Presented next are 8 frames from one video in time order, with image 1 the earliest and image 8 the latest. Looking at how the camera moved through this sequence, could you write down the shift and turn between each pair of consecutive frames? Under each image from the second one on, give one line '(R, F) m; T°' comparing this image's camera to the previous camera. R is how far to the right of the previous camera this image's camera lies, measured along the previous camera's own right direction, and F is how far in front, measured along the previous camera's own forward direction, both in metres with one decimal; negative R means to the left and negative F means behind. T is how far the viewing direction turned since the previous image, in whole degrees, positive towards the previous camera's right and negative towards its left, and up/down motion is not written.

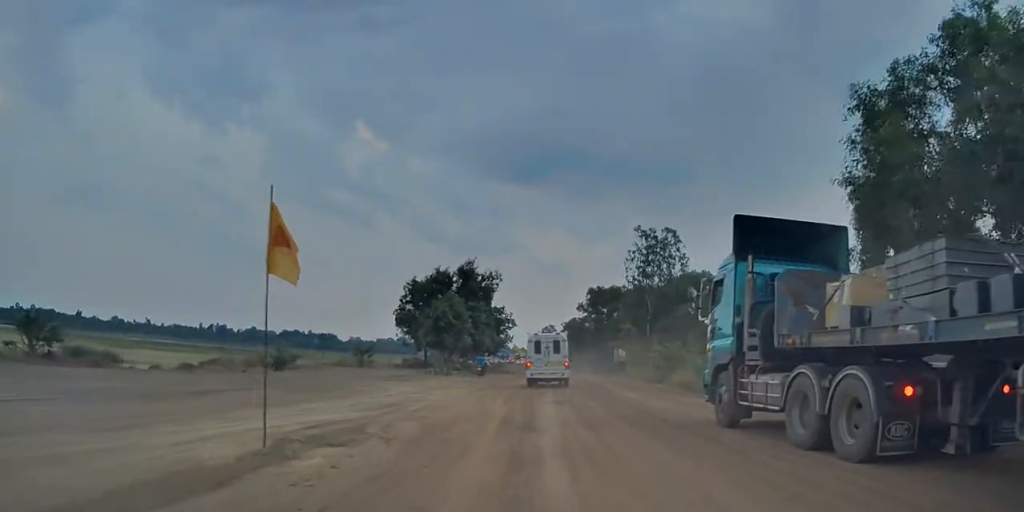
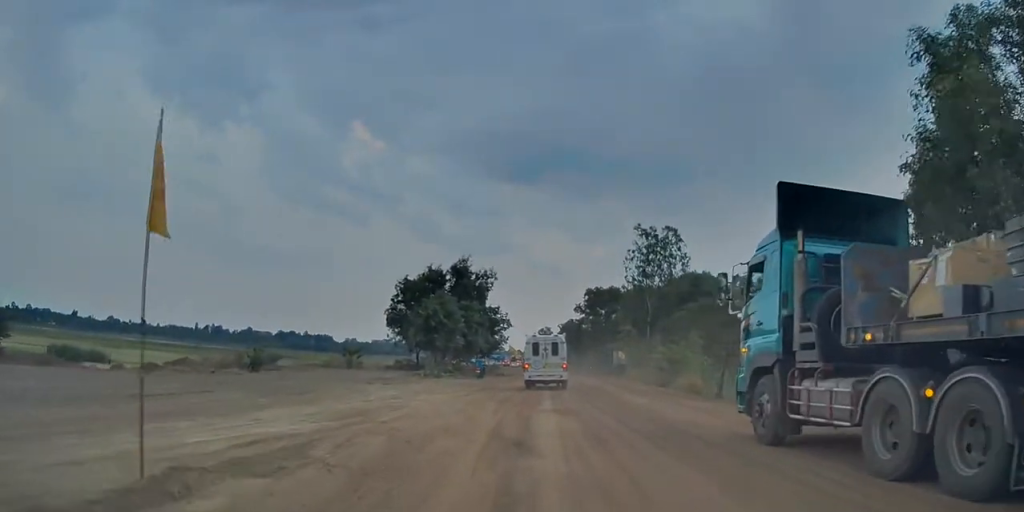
(0.0, +2.3) m; 0°
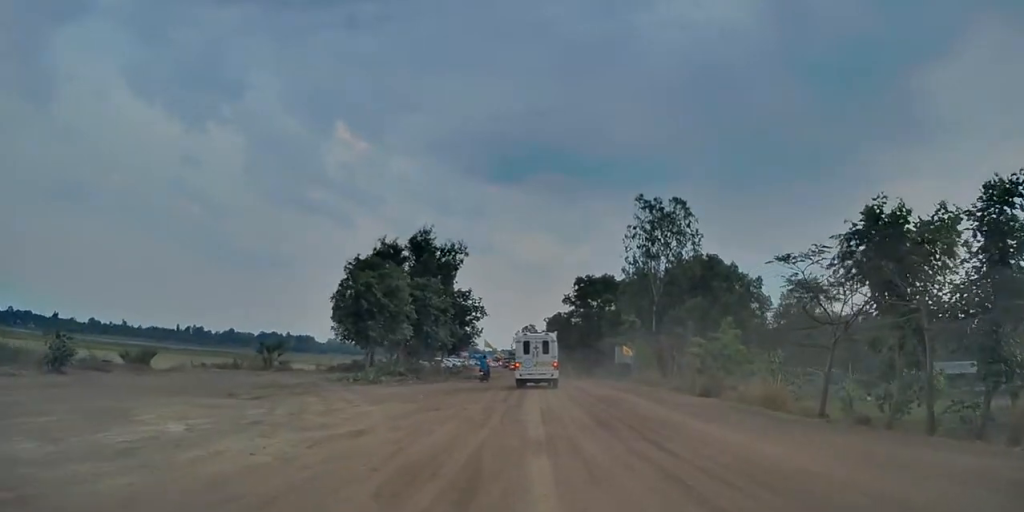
(+0.3, +11.8) m; 0°
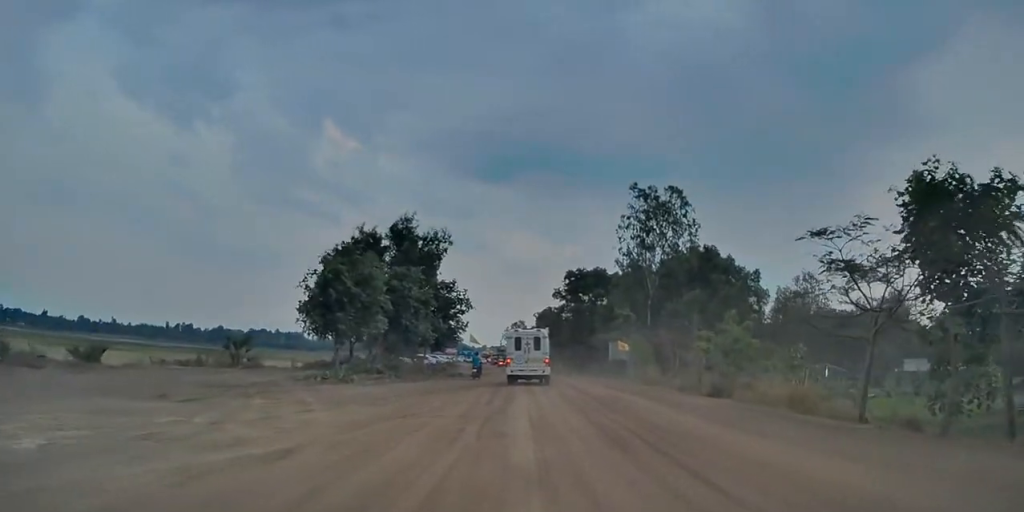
(-0.1, +3.0) m; +1°
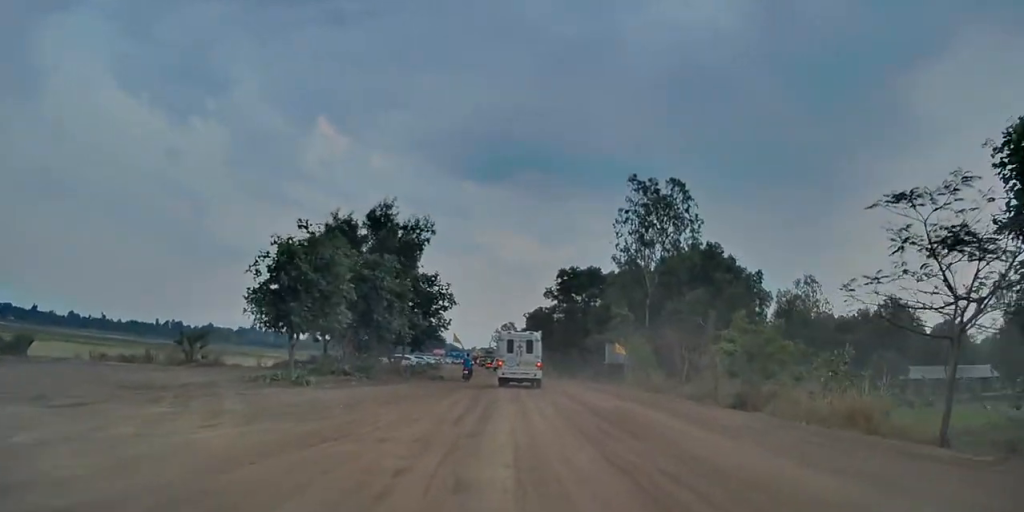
(0.0, +3.9) m; +5°
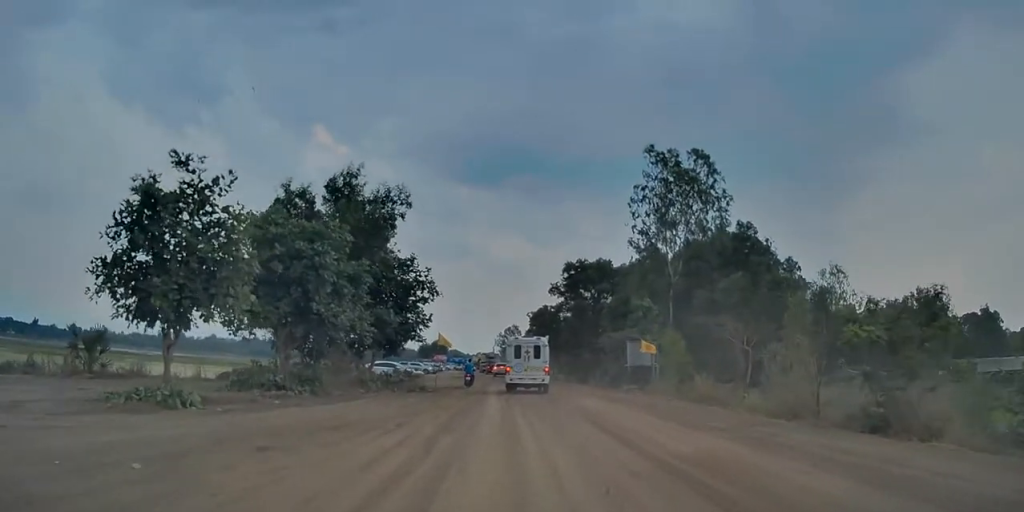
(+0.2, +8.2) m; 0°
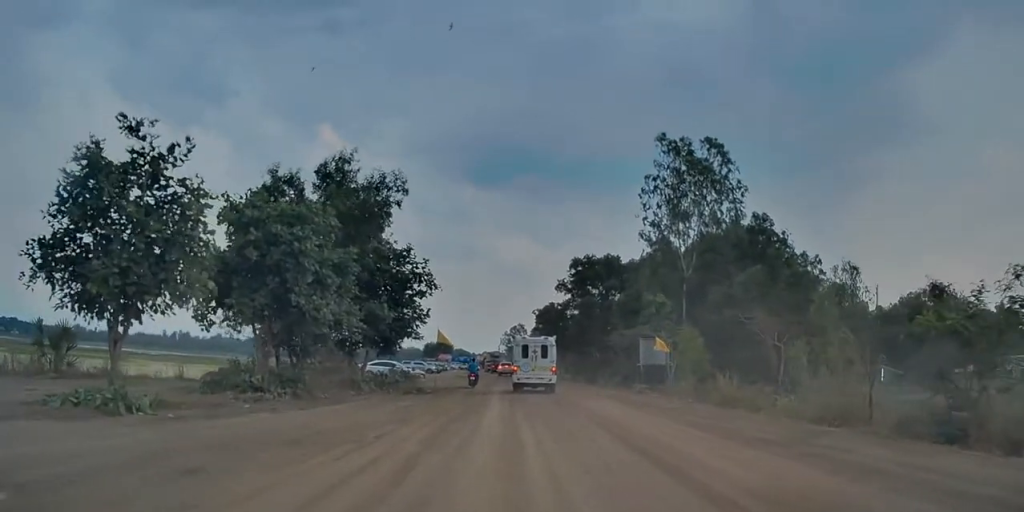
(-0.1, +2.3) m; 0°
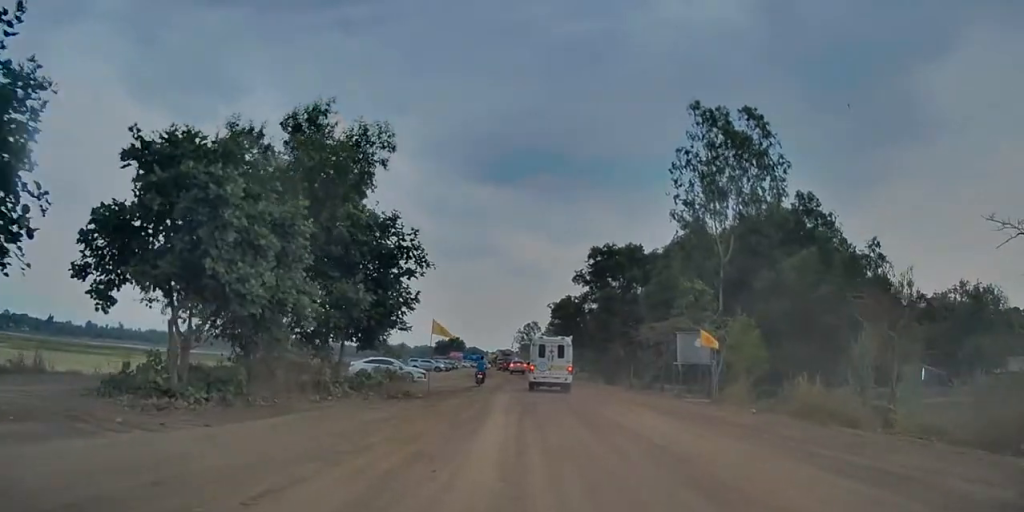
(+0.3, +5.5) m; 0°
